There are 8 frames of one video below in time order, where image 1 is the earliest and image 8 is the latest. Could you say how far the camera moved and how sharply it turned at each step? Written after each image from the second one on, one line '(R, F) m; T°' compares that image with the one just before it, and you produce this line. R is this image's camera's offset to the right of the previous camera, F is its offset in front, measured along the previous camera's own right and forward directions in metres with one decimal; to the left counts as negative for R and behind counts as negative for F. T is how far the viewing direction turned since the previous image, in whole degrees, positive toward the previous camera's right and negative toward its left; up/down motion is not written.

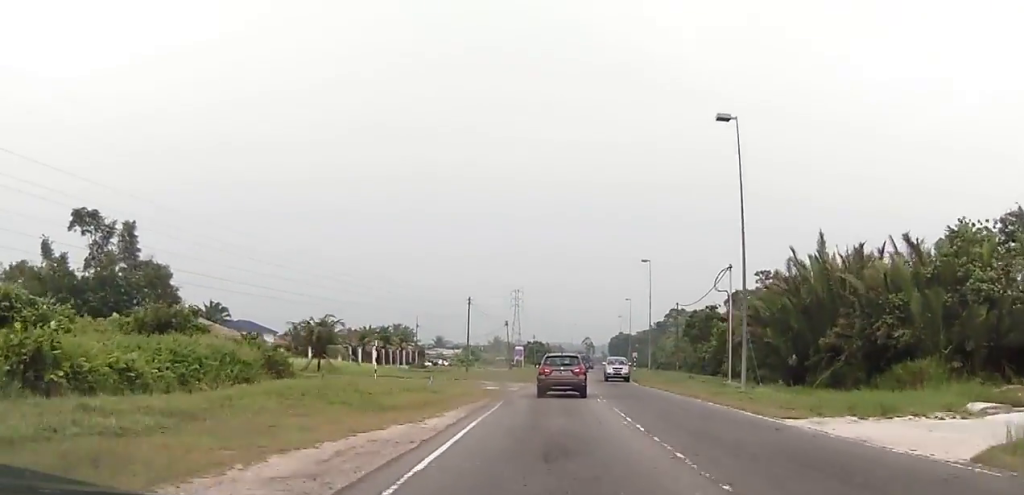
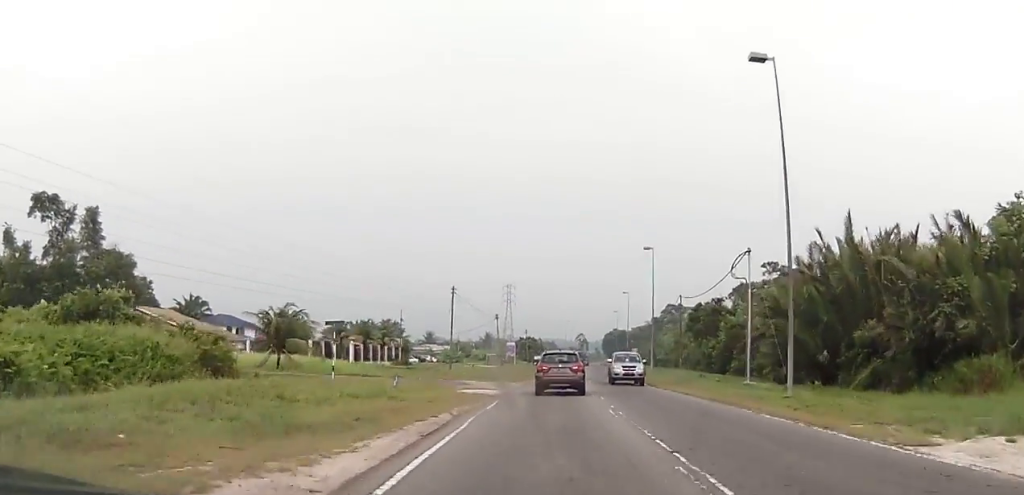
(0.0, +6.6) m; 0°
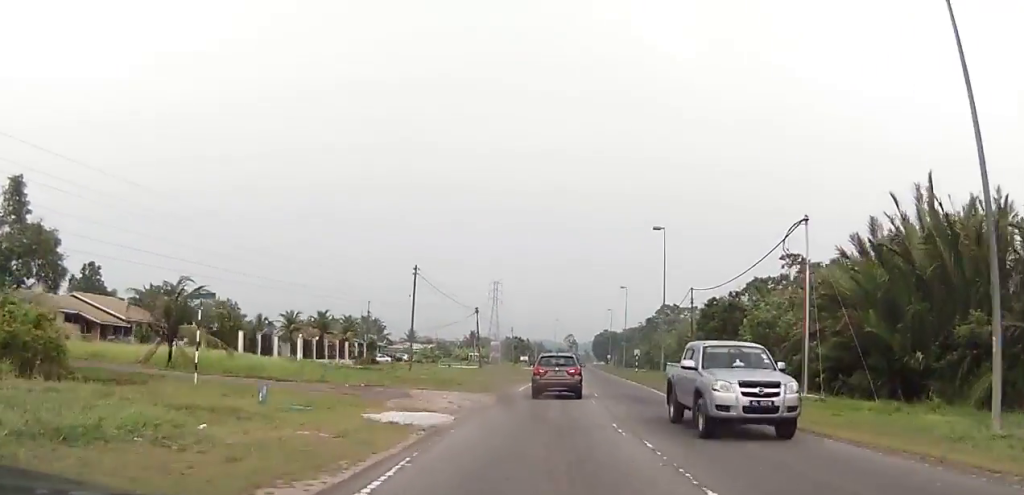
(0.0, +12.4) m; +1°
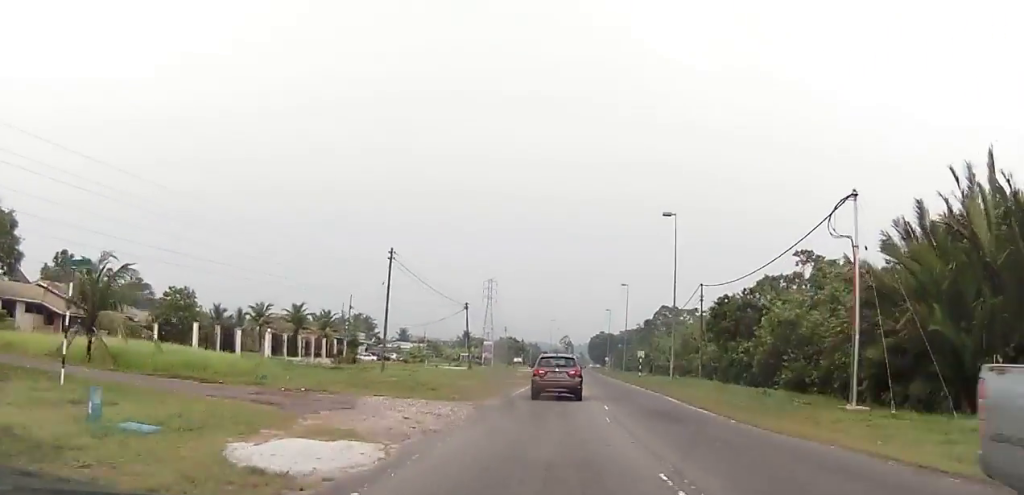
(-0.1, +6.2) m; +1°
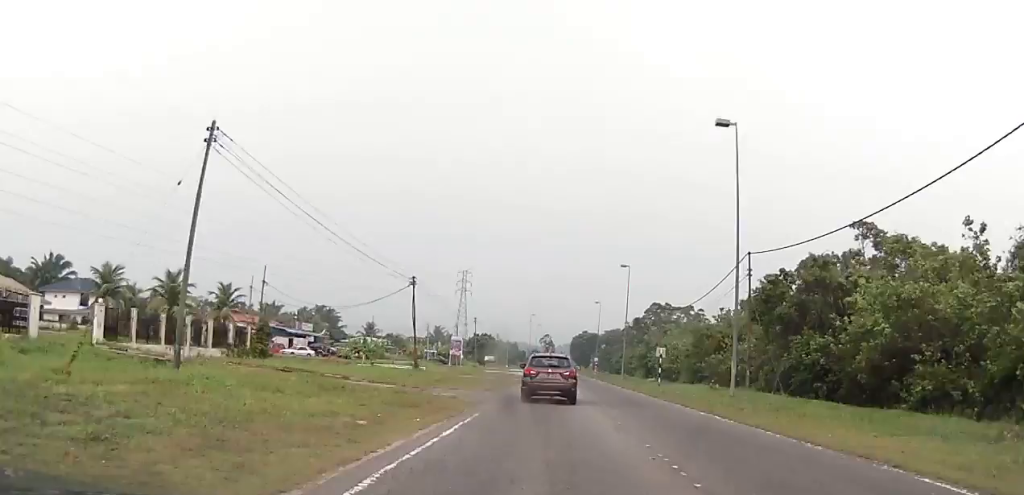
(+0.7, +20.1) m; +2°
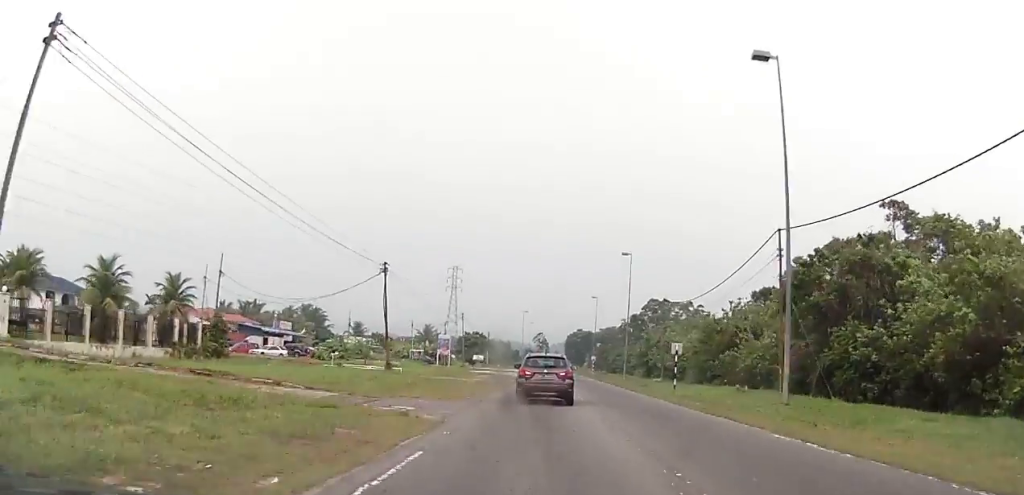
(0.0, +7.2) m; 0°
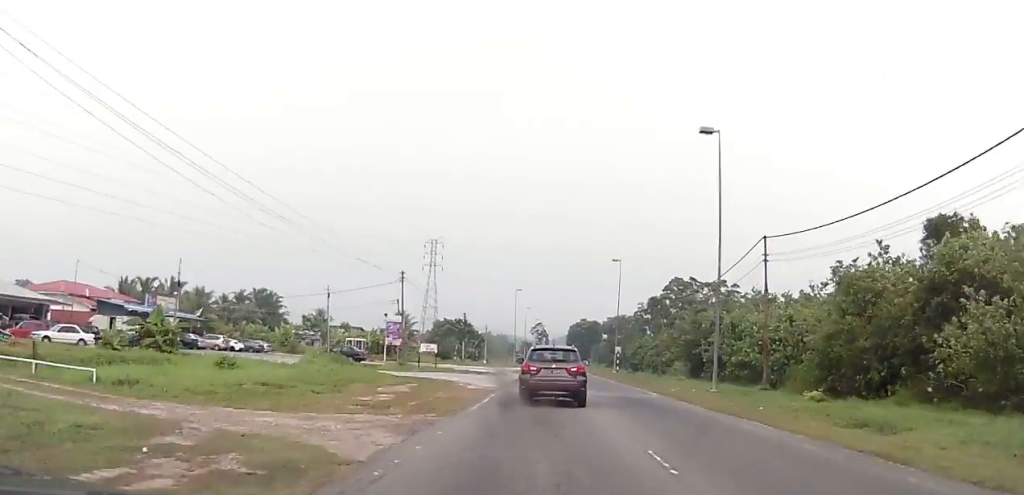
(+1.4, +36.3) m; +1°
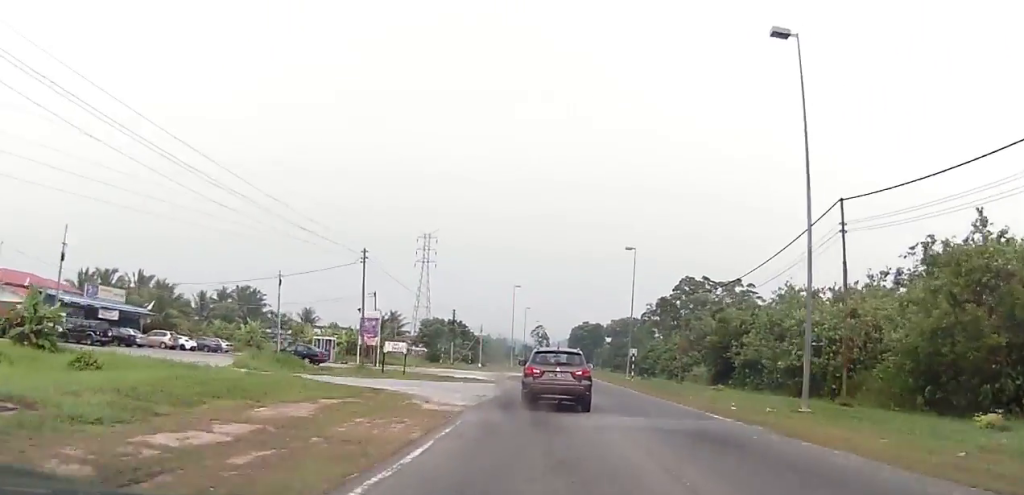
(-0.3, +11.2) m; -3°
